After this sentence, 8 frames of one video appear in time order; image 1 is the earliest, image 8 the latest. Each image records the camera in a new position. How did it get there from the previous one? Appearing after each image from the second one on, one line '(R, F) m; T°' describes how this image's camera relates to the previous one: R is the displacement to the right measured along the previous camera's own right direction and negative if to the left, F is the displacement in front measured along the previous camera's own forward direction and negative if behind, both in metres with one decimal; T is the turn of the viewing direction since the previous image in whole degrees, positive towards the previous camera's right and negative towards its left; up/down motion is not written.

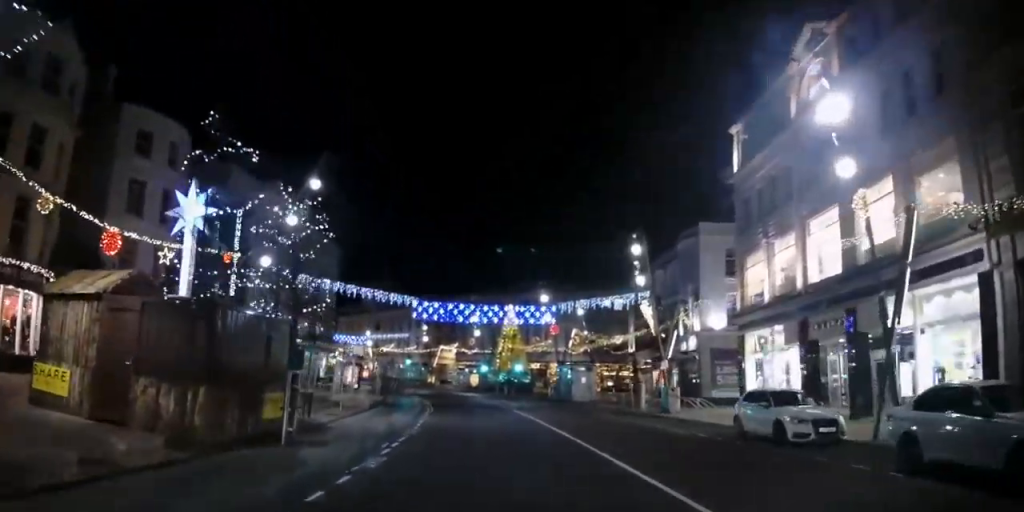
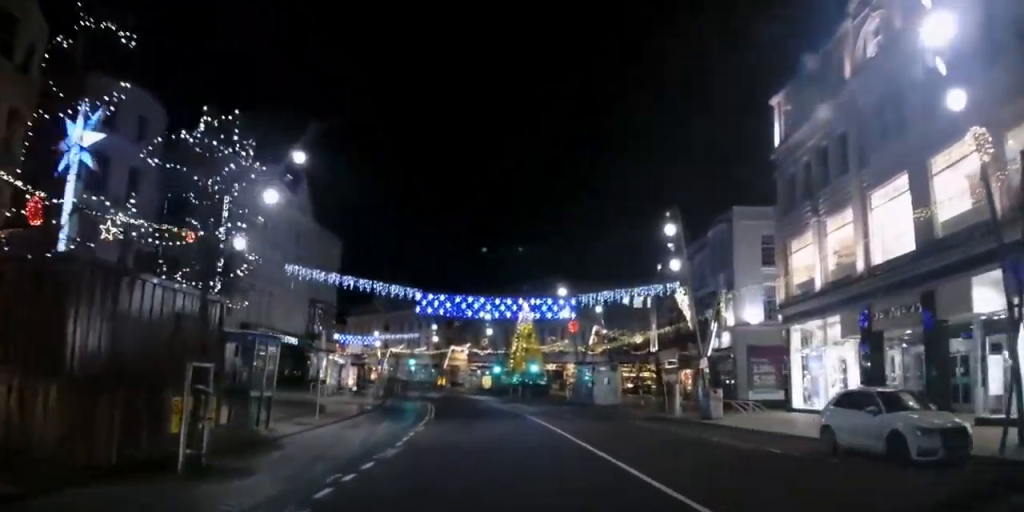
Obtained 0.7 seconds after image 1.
(+0.1, +4.4) m; 0°
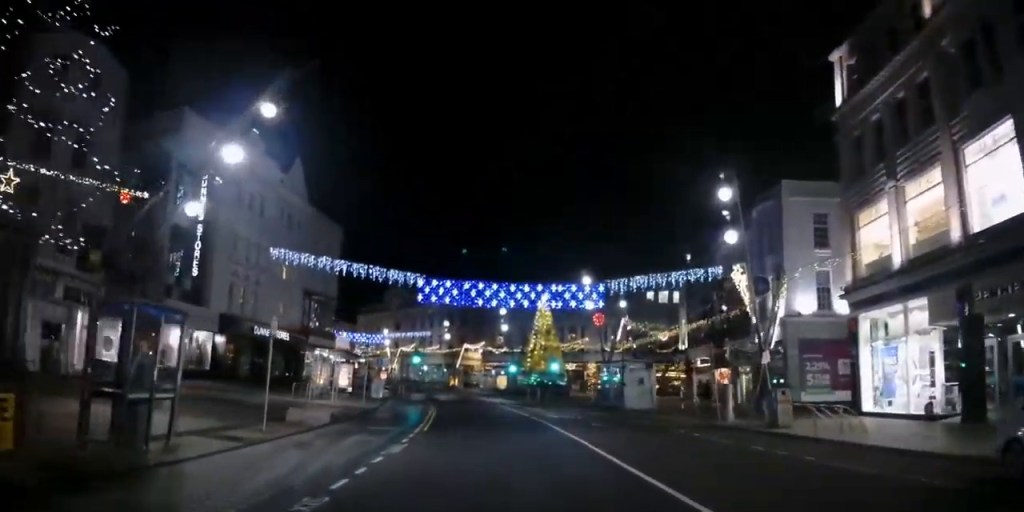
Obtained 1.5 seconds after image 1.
(-0.1, +5.4) m; -1°
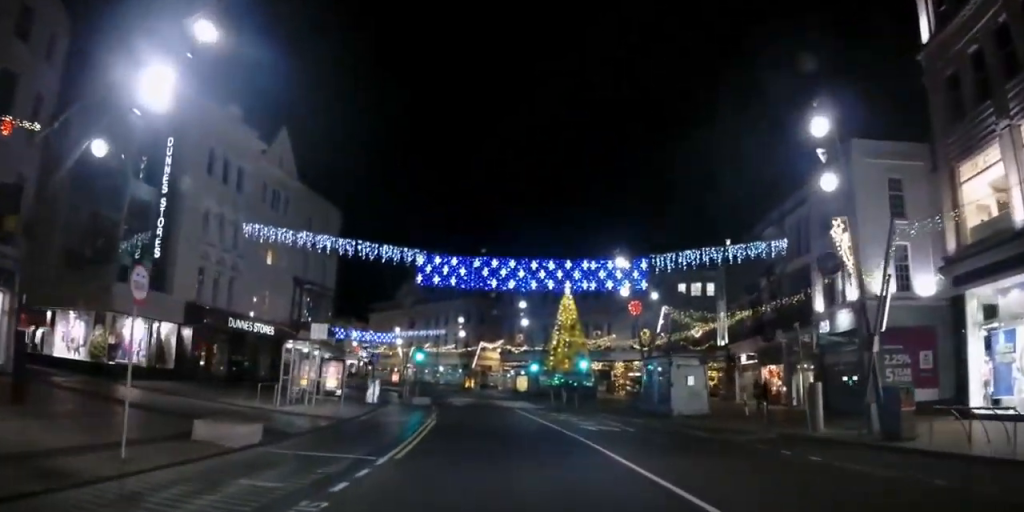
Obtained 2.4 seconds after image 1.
(0.0, +6.3) m; -3°
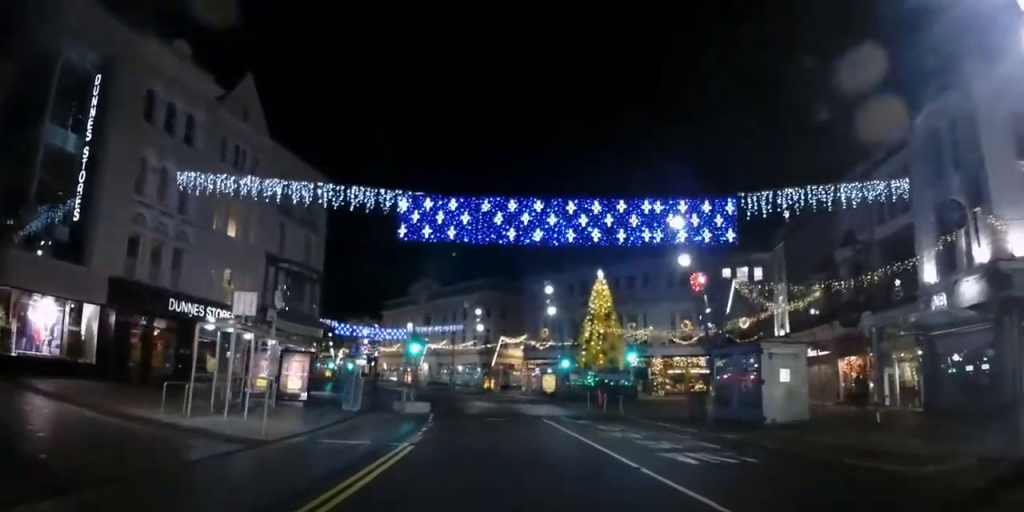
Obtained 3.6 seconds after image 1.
(-0.5, +8.4) m; -5°
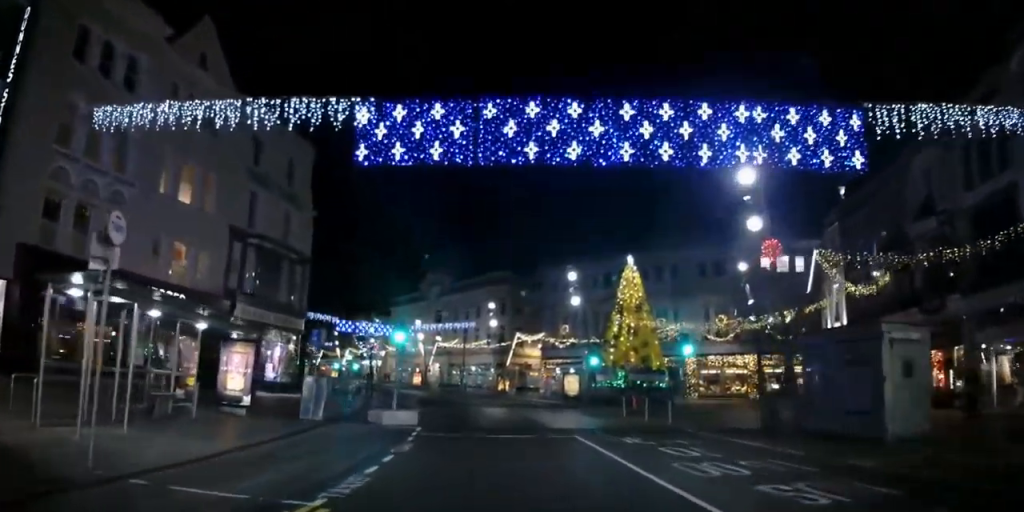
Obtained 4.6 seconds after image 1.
(0.0, +6.6) m; +4°
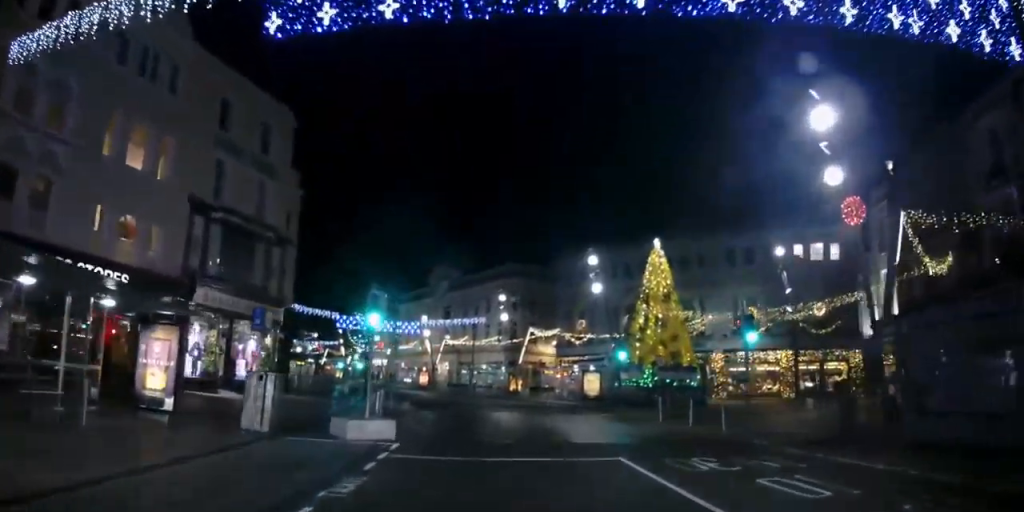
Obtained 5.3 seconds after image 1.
(+0.3, +4.8) m; -1°
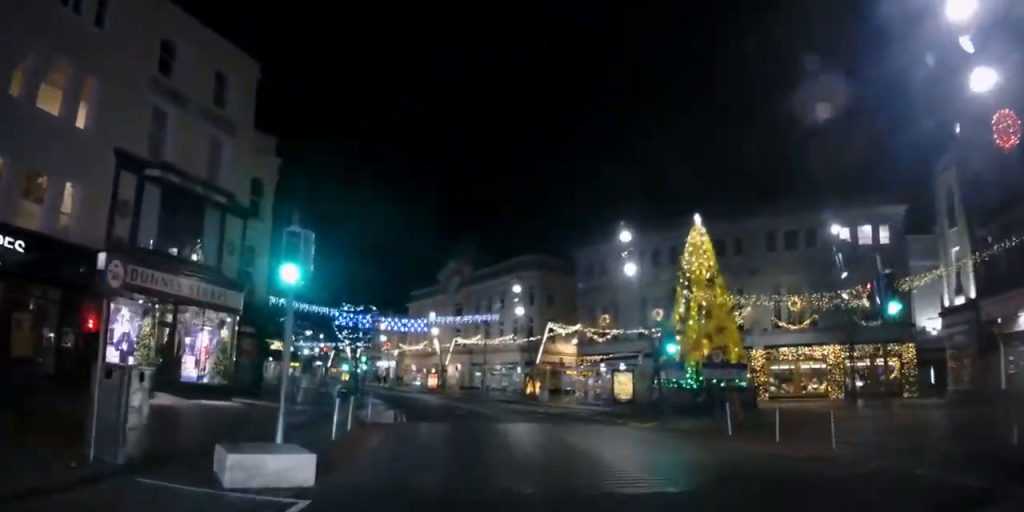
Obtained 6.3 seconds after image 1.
(-0.3, +6.0) m; -3°
